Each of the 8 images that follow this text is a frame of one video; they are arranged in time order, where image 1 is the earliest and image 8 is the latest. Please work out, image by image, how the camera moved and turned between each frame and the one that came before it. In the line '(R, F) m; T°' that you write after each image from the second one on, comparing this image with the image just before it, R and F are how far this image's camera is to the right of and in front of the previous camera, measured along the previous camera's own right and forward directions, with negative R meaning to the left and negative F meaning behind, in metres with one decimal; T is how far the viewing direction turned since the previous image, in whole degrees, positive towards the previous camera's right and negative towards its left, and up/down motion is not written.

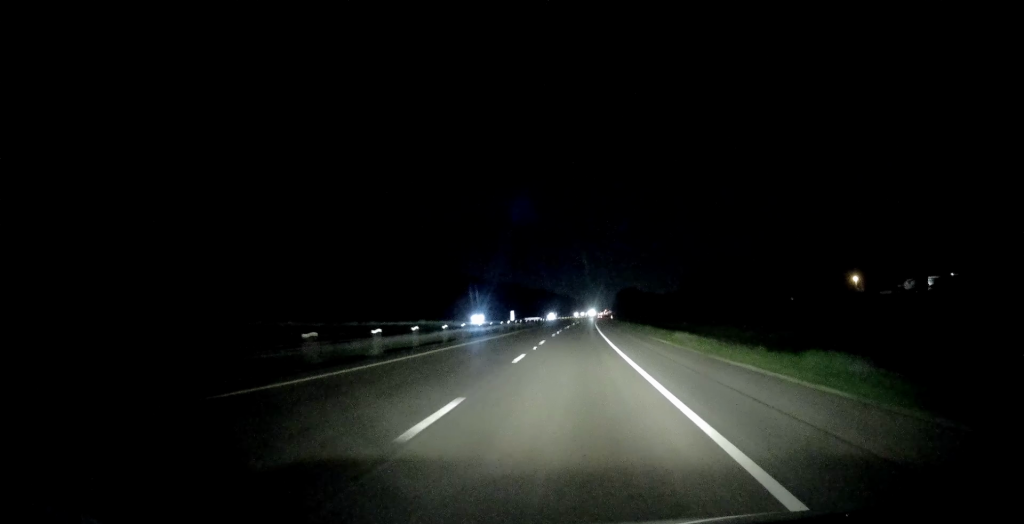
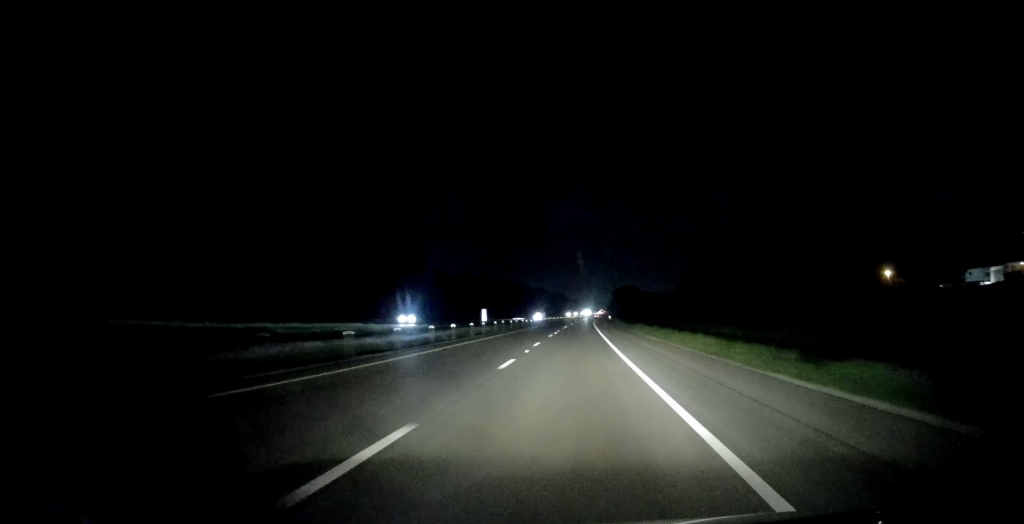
(+0.2, +27.0) m; +1°
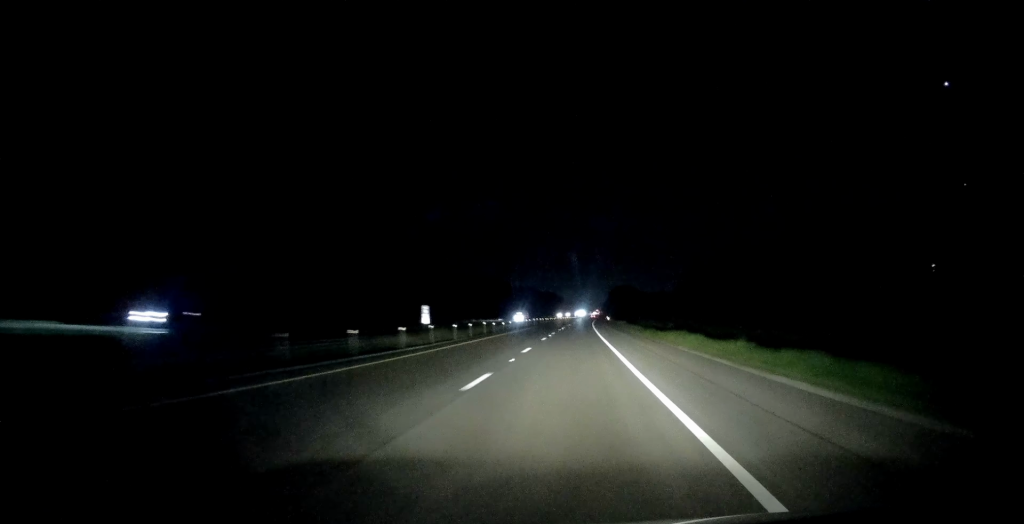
(+0.6, +30.2) m; 0°
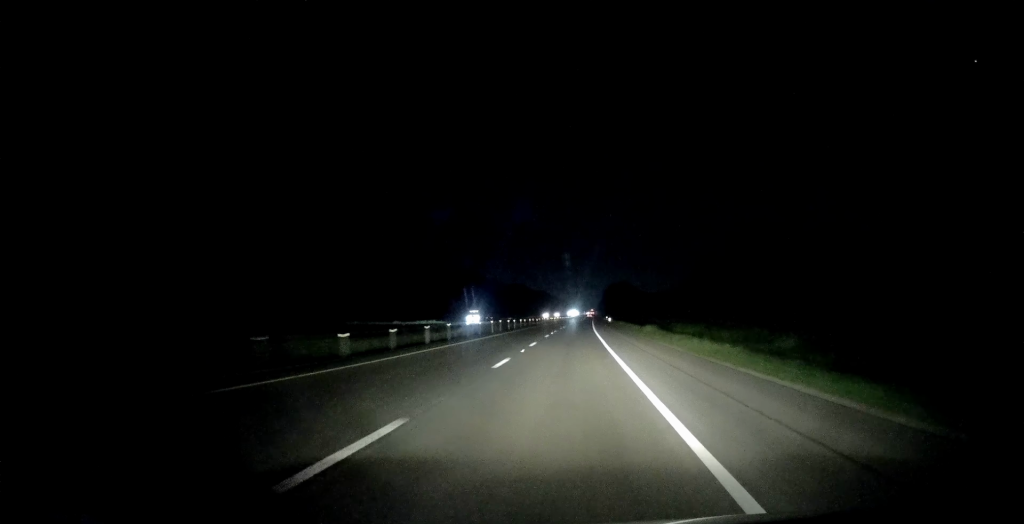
(-0.5, +43.2) m; 0°
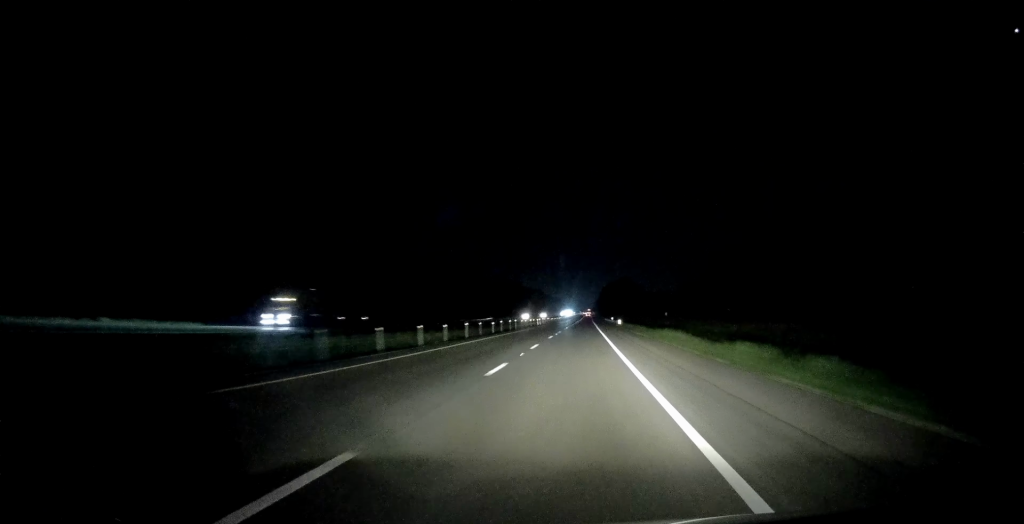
(+1.7, +50.7) m; +2°
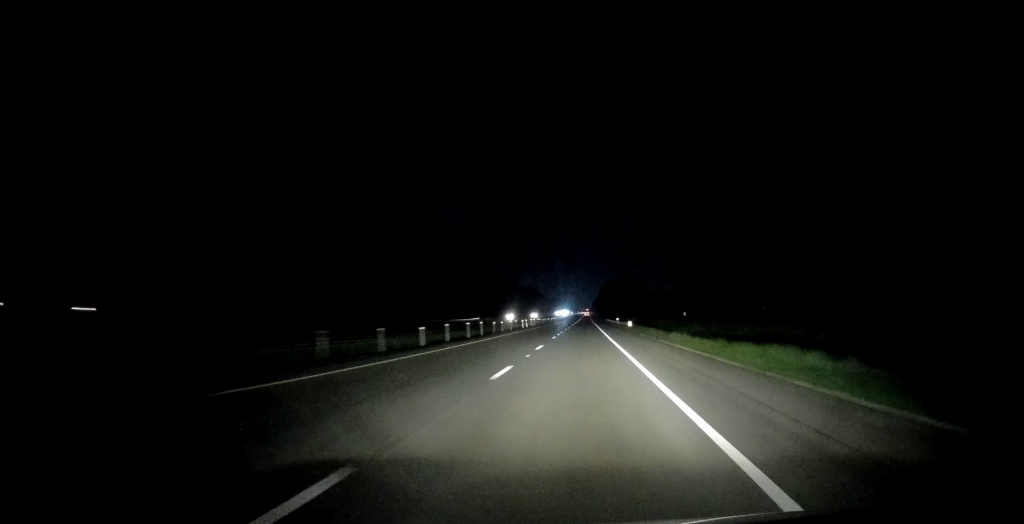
(-0.1, +24.8) m; -1°
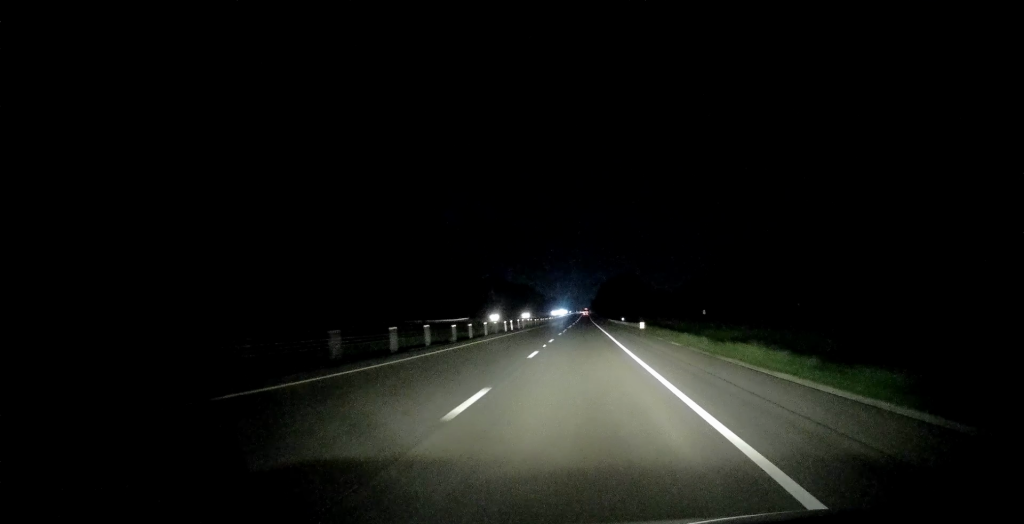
(0.0, +17.2) m; -1°
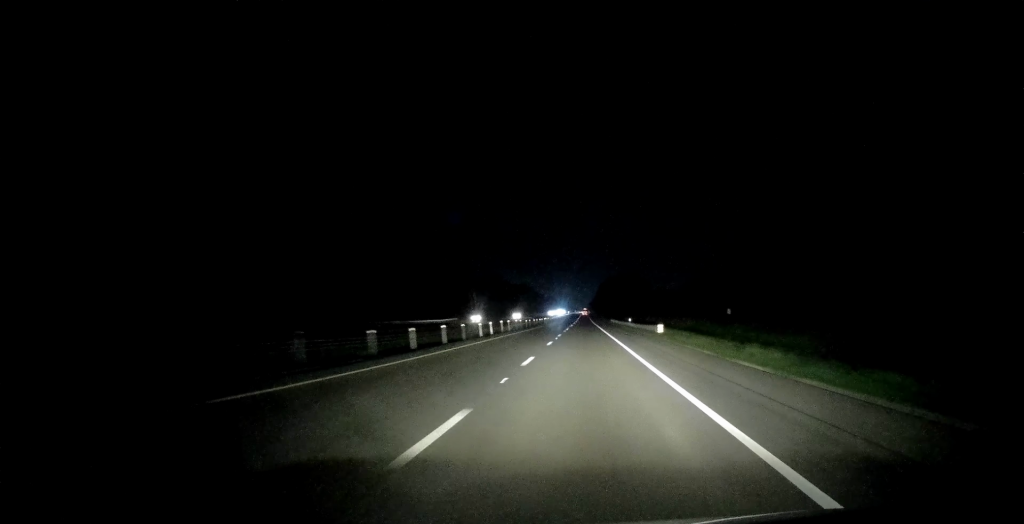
(-0.1, +15.1) m; 0°
